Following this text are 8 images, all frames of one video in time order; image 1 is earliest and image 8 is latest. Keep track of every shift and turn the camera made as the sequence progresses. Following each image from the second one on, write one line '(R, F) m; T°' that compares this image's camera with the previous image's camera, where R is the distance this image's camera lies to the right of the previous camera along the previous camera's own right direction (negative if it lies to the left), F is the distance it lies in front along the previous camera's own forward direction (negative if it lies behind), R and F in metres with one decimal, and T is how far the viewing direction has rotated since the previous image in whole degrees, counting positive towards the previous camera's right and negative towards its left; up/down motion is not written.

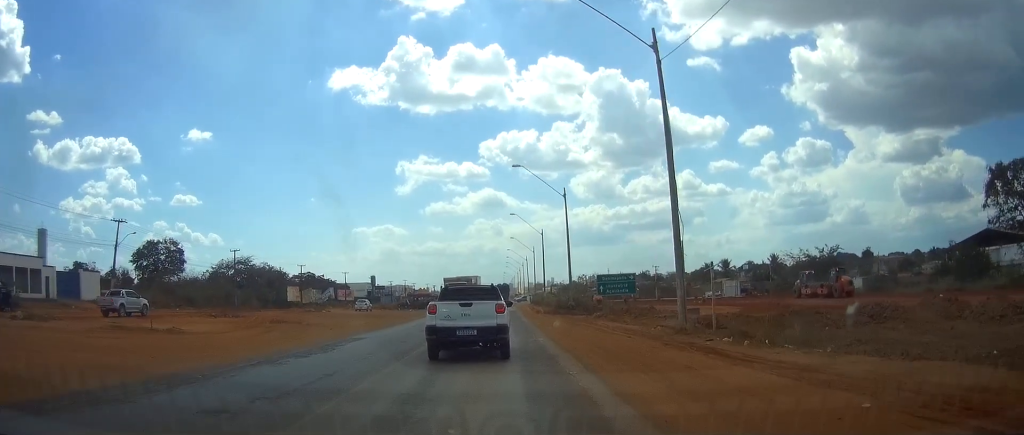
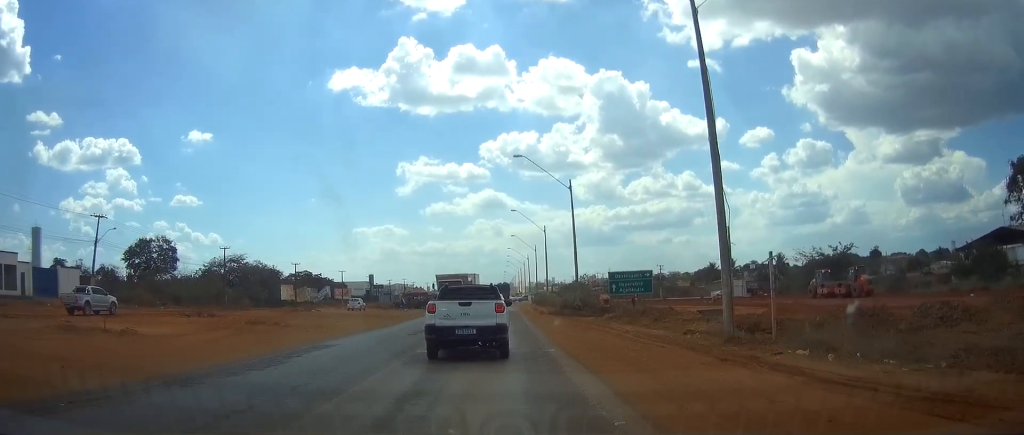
(0.0, +4.7) m; 0°
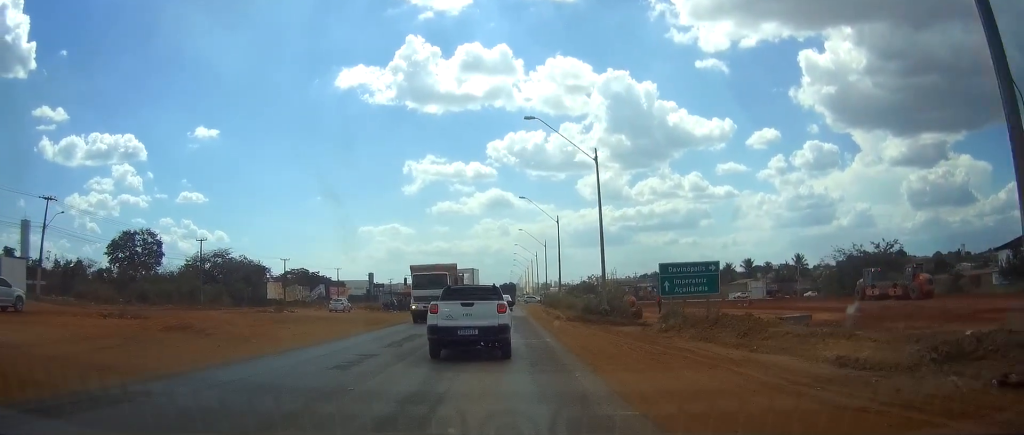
(0.0, +11.1) m; 0°
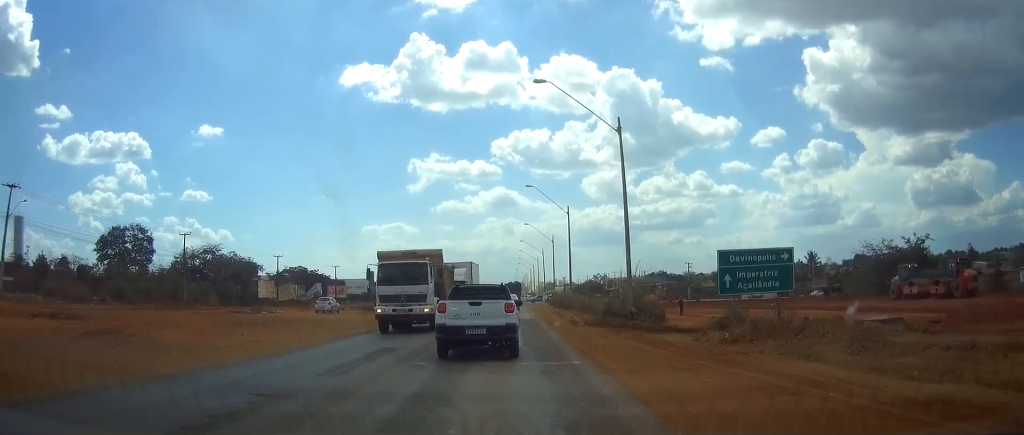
(0.0, +7.2) m; 0°
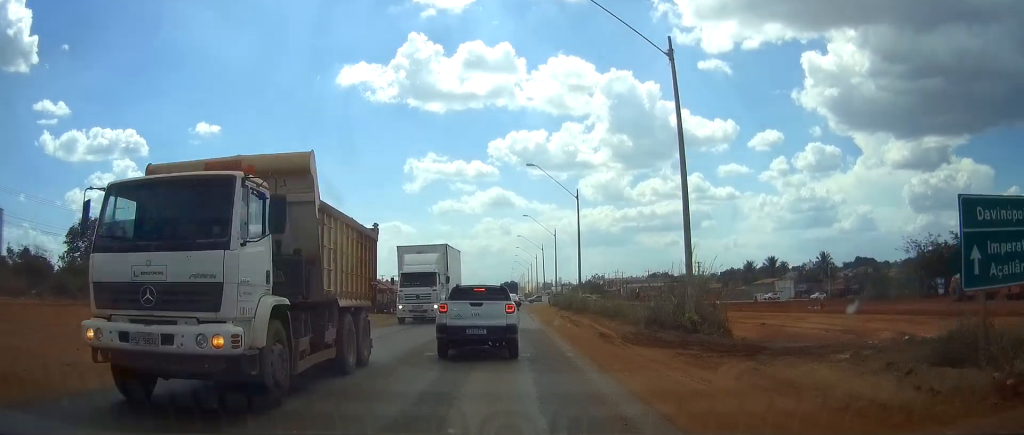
(+0.1, +11.8) m; +1°
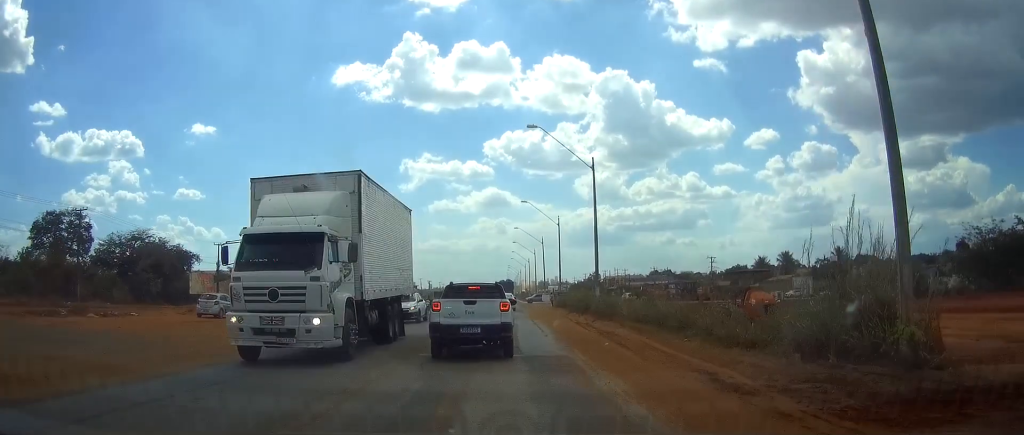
(+0.1, +13.2) m; 0°
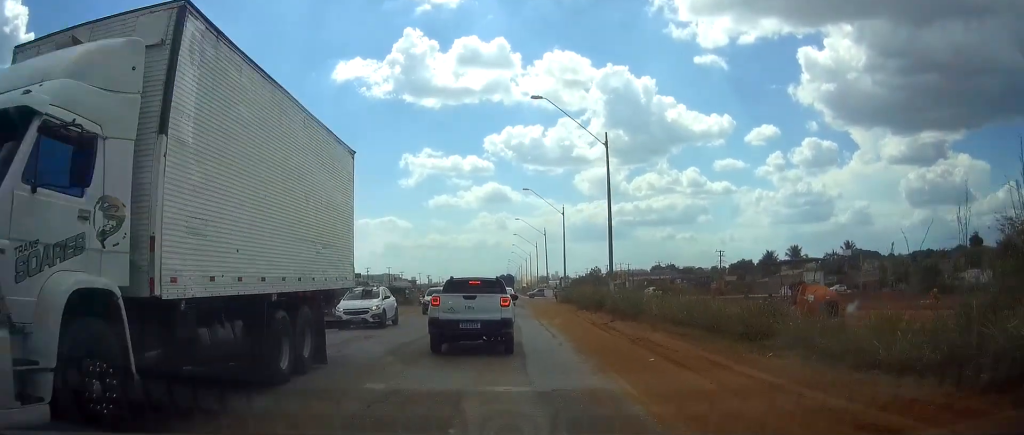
(0.0, +5.7) m; 0°
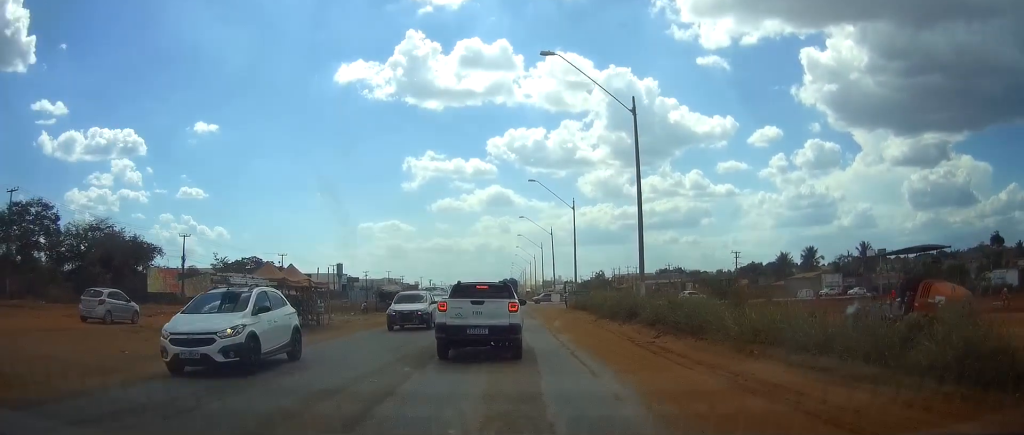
(-0.1, +7.9) m; +1°
